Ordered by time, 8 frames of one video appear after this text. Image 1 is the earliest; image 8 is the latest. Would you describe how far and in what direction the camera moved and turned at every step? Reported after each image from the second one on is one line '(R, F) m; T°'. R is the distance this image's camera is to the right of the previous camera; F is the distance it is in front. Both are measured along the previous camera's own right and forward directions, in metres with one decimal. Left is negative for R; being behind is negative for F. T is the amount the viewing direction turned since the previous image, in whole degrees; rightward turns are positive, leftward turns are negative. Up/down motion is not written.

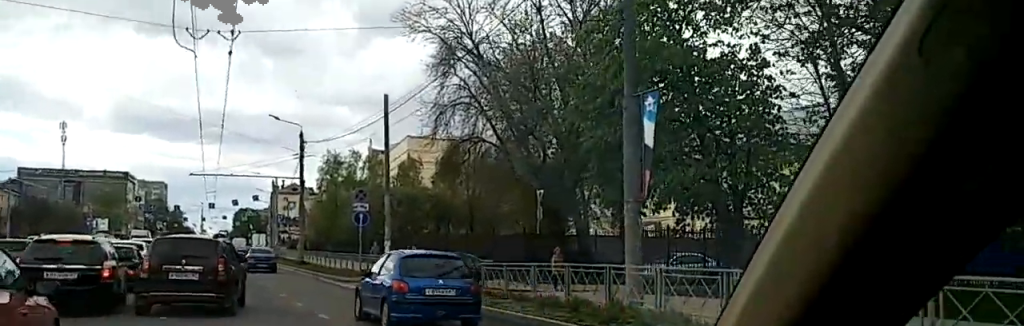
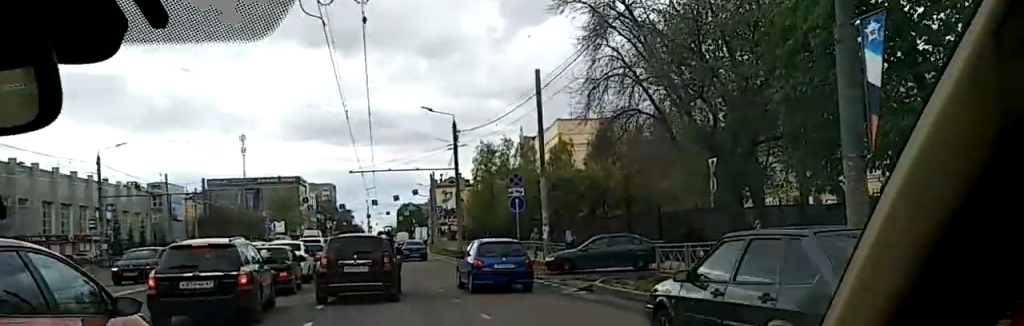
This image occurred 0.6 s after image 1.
(0.0, +2.6) m; 0°
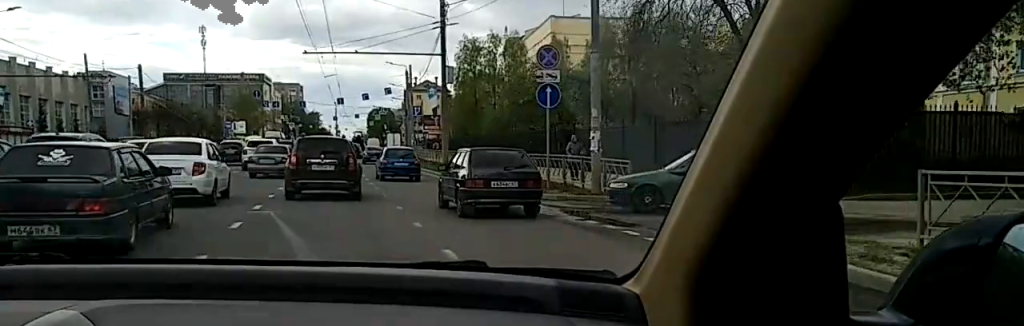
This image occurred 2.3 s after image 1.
(-0.1, +9.0) m; -1°
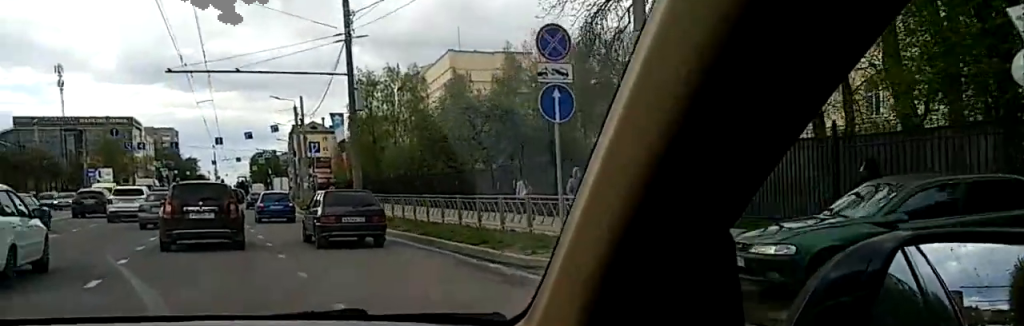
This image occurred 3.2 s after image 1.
(0.0, +6.7) m; 0°
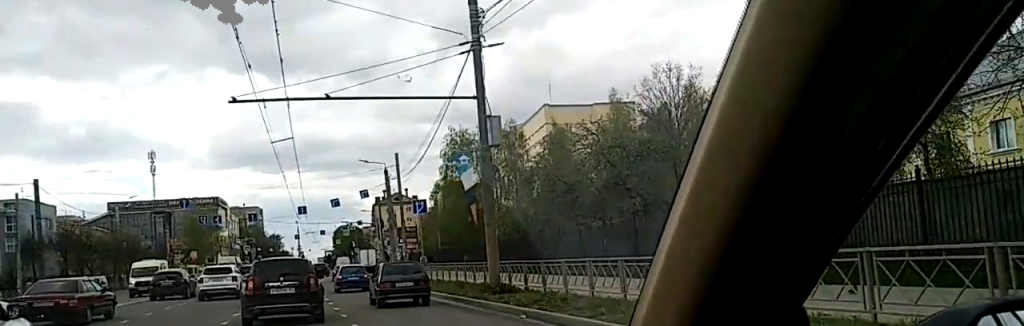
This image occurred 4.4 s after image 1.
(0.0, +9.9) m; -2°
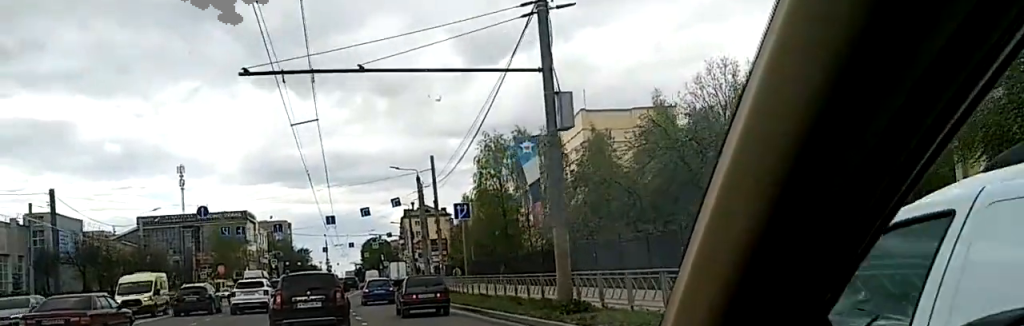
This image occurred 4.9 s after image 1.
(-0.1, +4.9) m; -1°
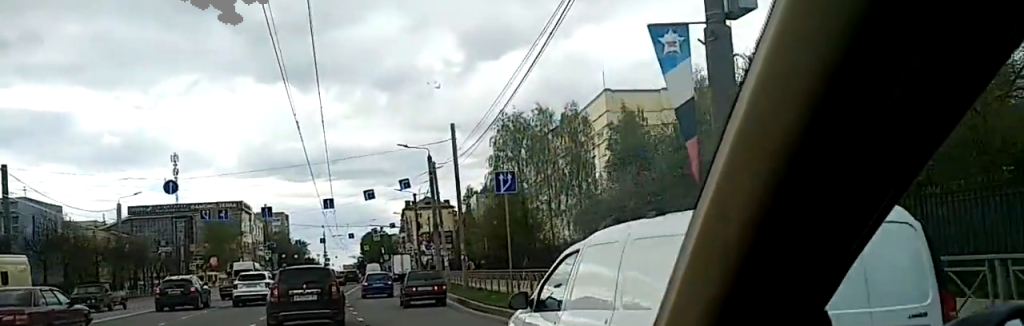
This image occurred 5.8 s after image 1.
(-0.3, +8.8) m; +1°
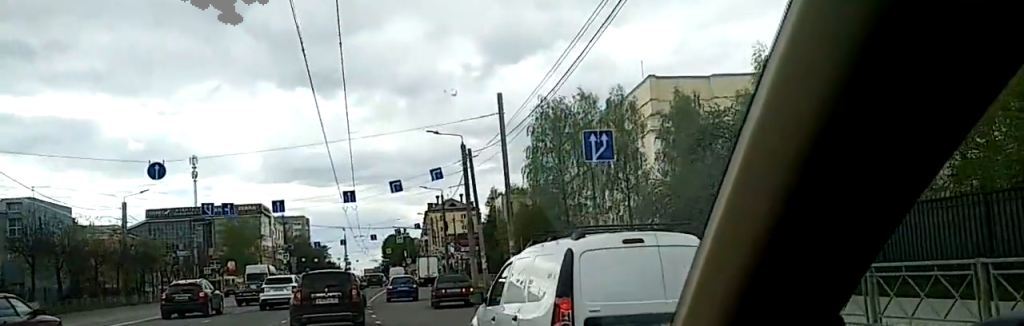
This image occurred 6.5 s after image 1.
(+0.4, +7.7) m; +2°
